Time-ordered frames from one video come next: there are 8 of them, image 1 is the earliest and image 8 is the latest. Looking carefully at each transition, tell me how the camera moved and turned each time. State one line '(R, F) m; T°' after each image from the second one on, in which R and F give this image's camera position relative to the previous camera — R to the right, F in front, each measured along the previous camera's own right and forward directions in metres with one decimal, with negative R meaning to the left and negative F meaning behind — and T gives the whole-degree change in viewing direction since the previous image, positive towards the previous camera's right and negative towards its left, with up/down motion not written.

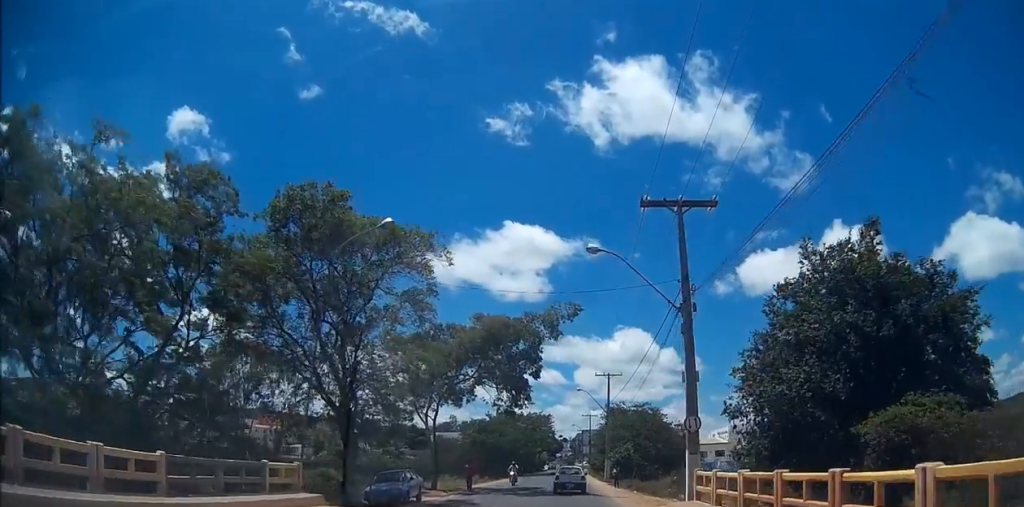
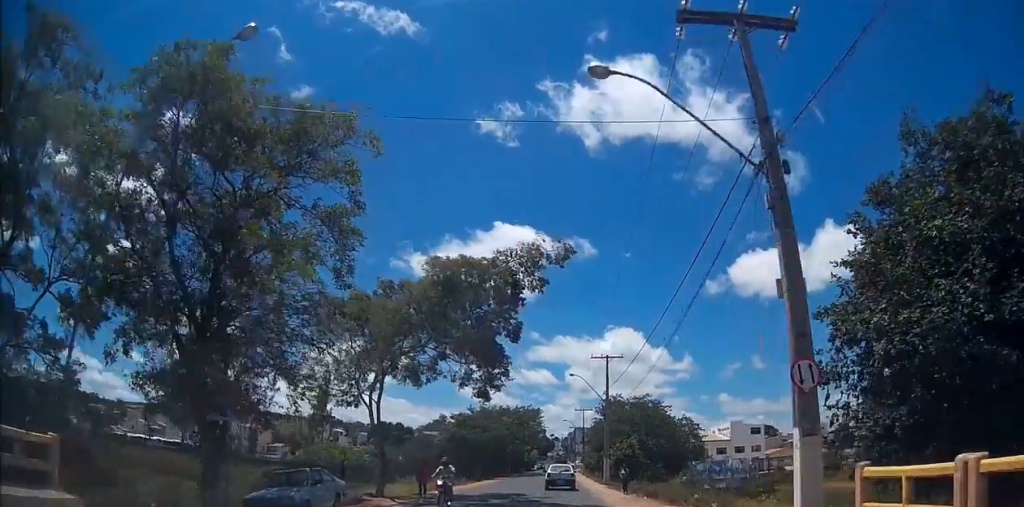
(+0.2, +9.0) m; 0°
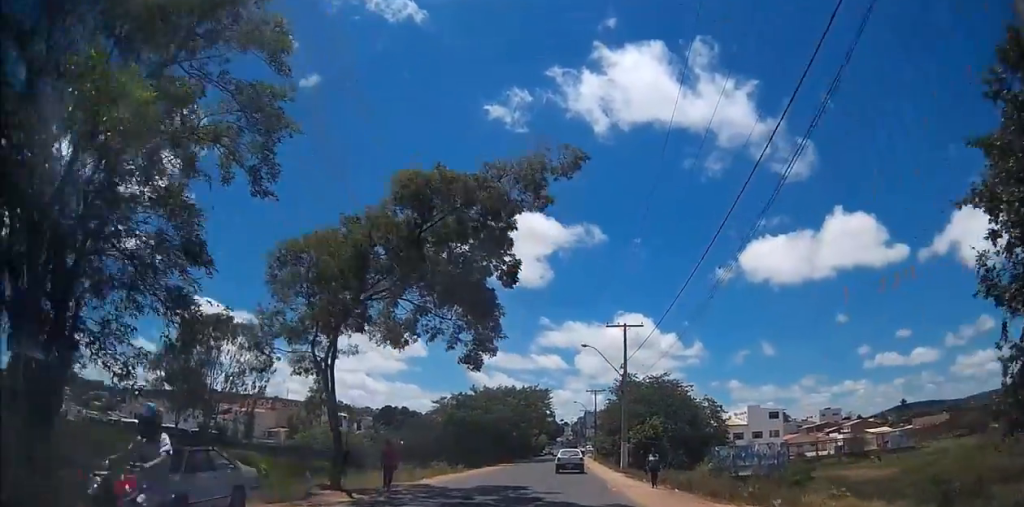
(0.0, +6.2) m; -2°
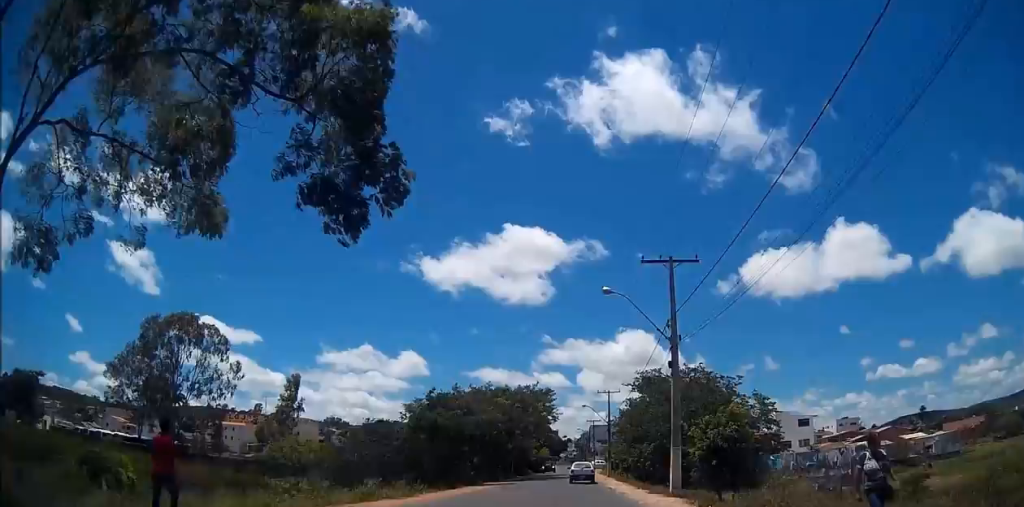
(-0.5, +15.2) m; -2°
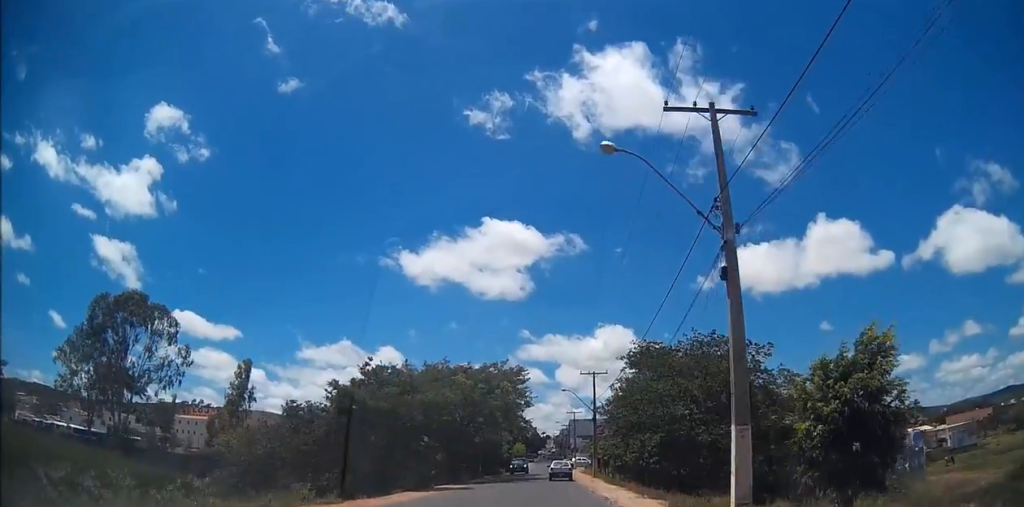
(+0.1, +11.2) m; +4°
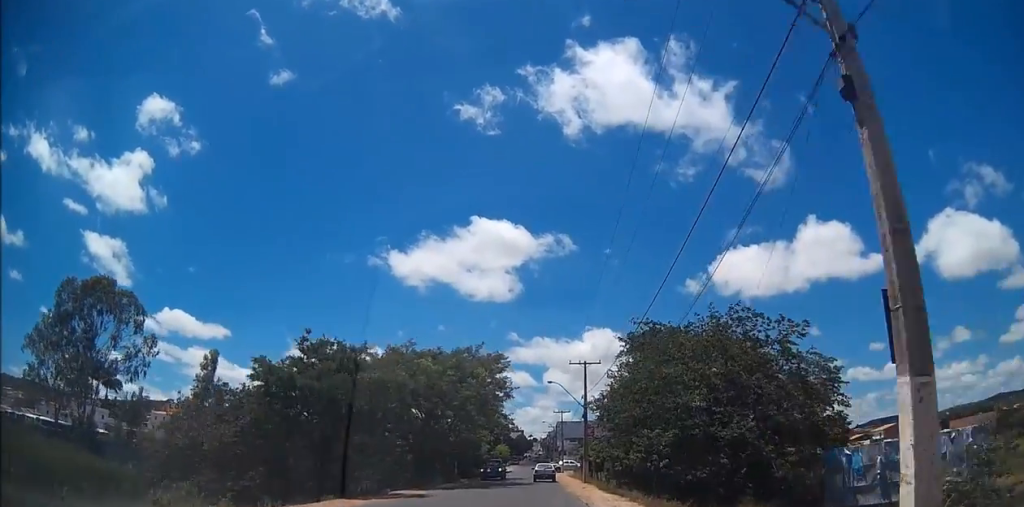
(+0.5, +7.2) m; 0°
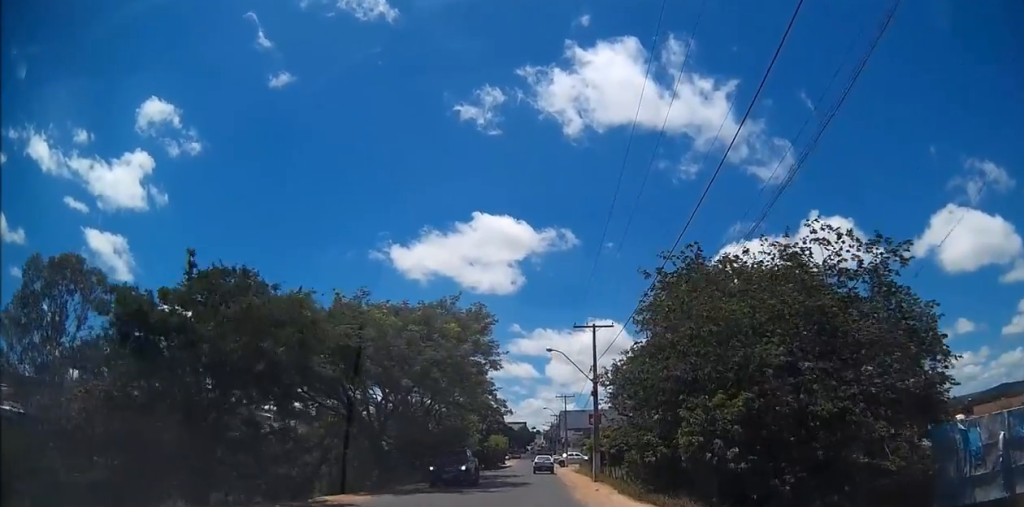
(-0.5, +9.7) m; -1°
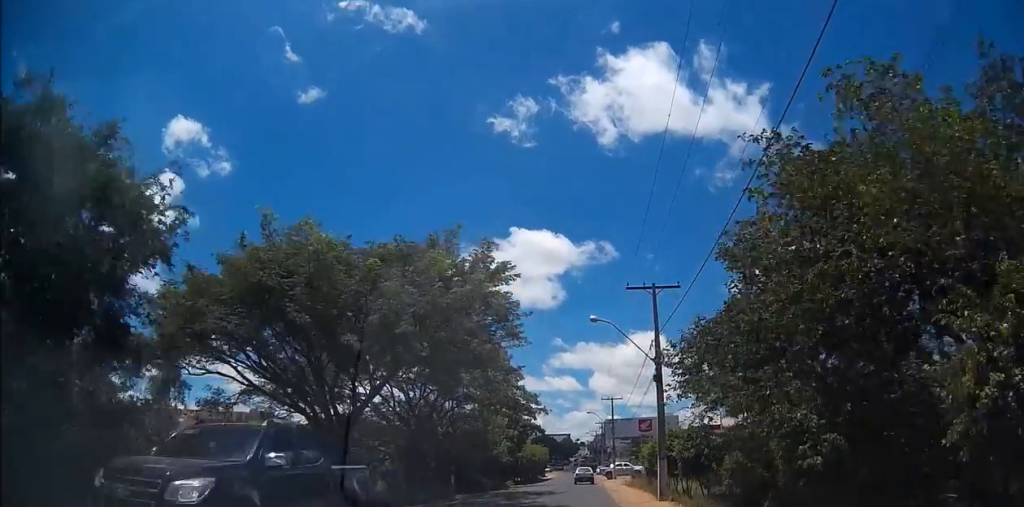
(+0.3, +10.2) m; 0°
